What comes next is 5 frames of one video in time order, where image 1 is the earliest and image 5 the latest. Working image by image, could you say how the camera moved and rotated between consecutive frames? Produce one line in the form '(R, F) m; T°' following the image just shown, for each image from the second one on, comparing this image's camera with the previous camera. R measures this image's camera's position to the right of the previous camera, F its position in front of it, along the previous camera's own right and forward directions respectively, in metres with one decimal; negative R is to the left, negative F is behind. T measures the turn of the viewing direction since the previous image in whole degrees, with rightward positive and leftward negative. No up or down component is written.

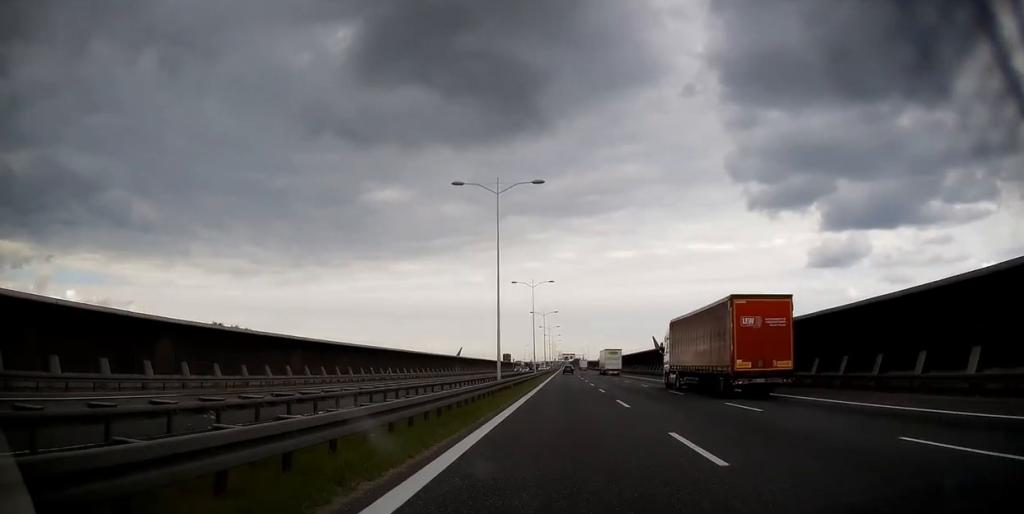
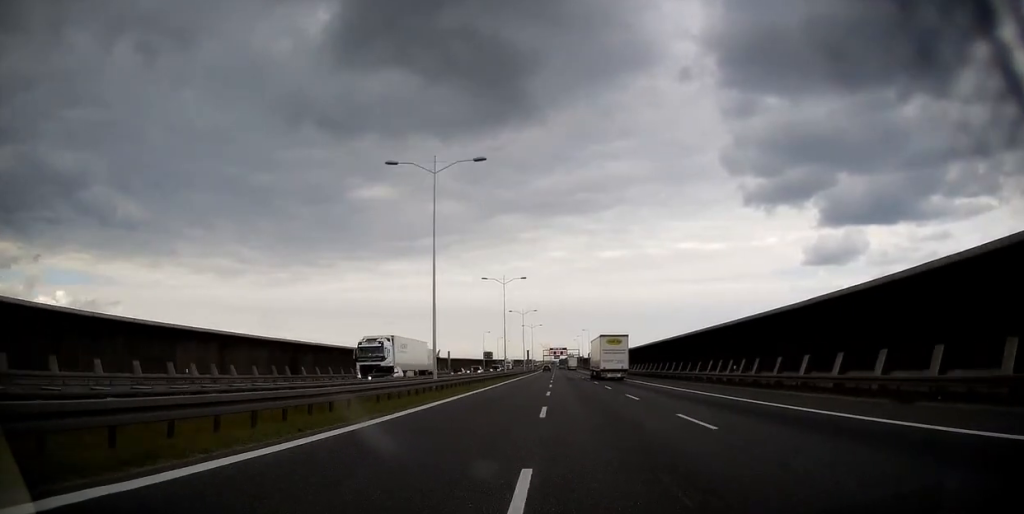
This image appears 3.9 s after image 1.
(+1.0, +137.5) m; 0°
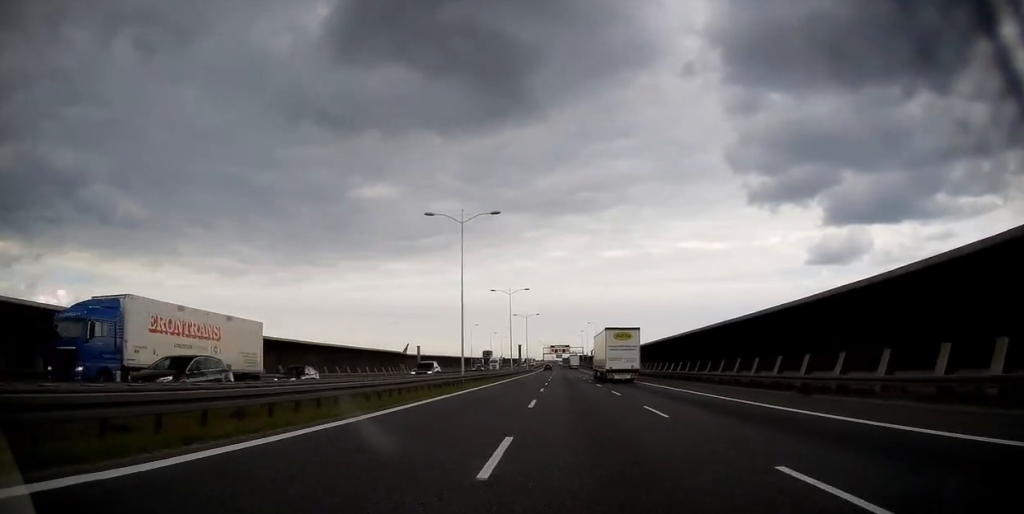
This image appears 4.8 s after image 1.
(0.0, +33.1) m; 0°
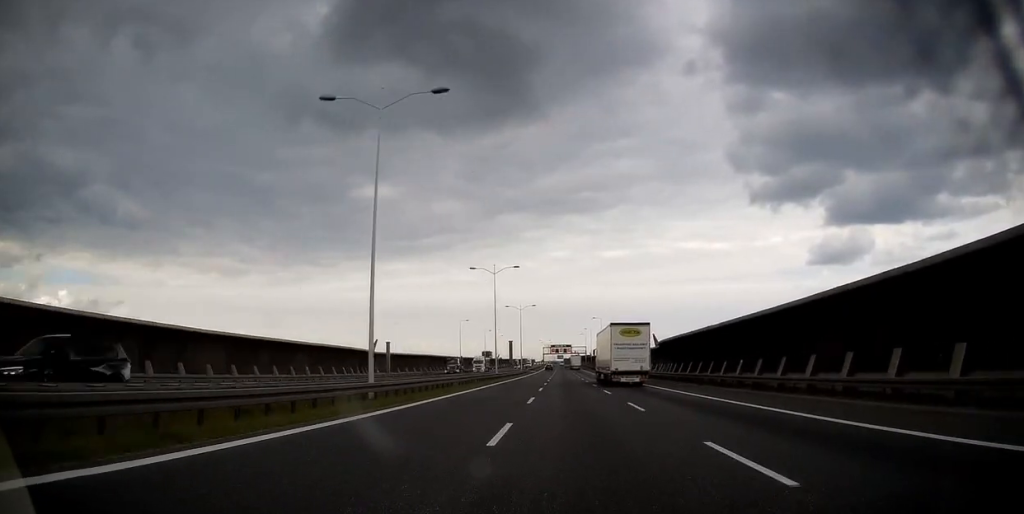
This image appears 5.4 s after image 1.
(-0.1, +21.3) m; 0°
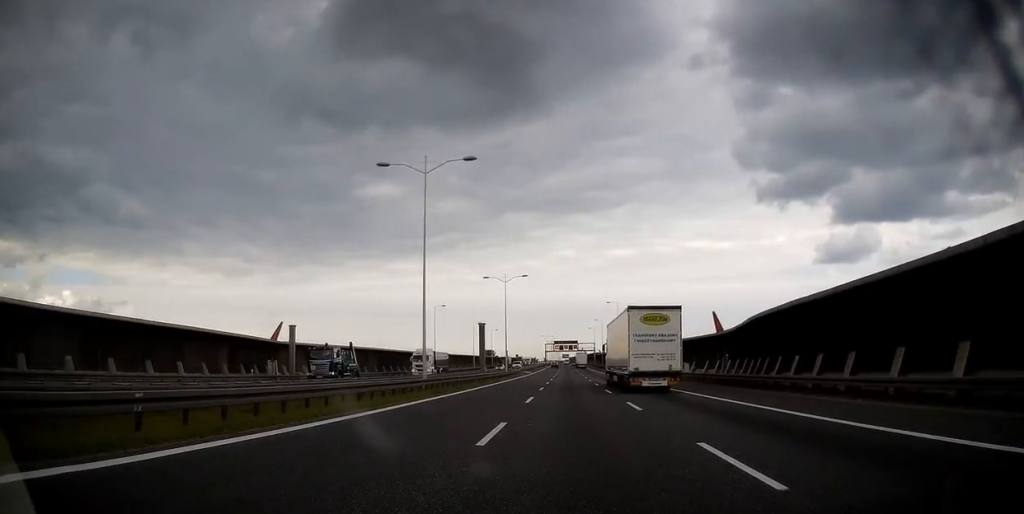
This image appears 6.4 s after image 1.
(-0.1, +36.5) m; 0°
